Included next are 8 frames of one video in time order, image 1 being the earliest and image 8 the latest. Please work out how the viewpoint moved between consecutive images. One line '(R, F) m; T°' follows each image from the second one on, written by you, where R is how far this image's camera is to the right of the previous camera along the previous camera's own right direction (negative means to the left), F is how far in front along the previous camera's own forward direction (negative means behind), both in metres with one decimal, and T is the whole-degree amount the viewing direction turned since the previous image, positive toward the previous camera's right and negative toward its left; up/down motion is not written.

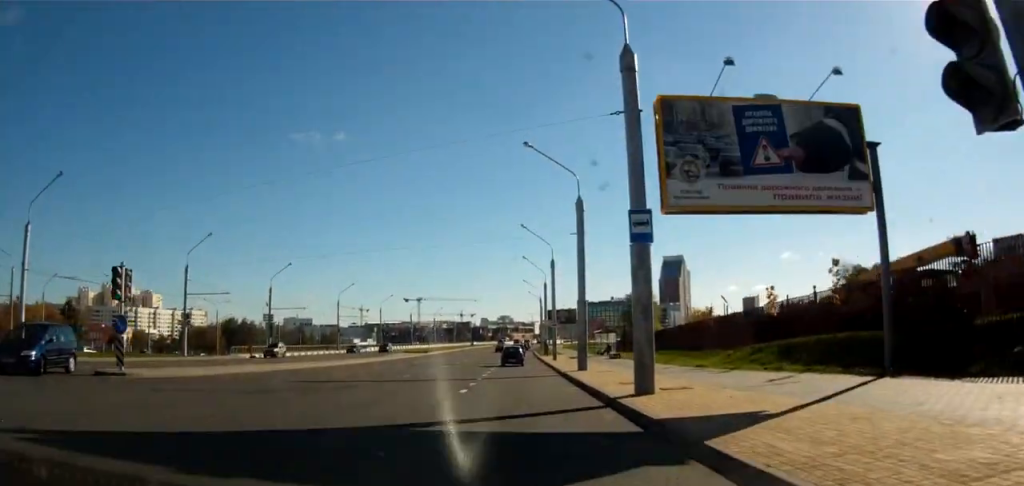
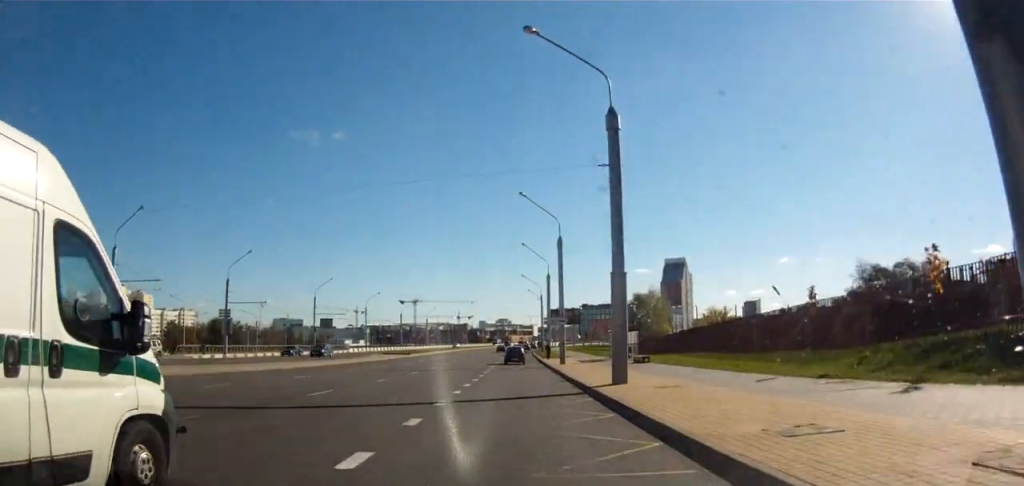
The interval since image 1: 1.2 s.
(-0.2, +11.7) m; -1°
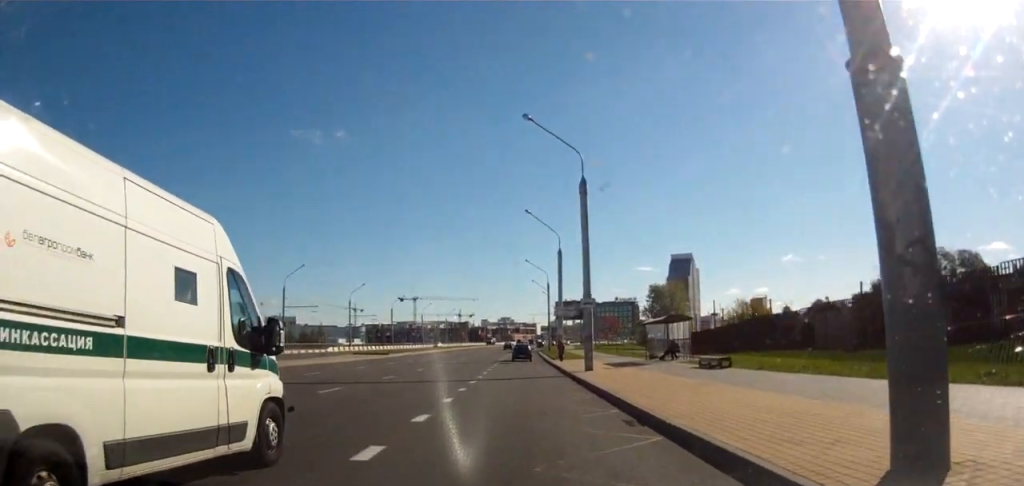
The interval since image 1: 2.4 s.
(0.0, +14.3) m; -1°
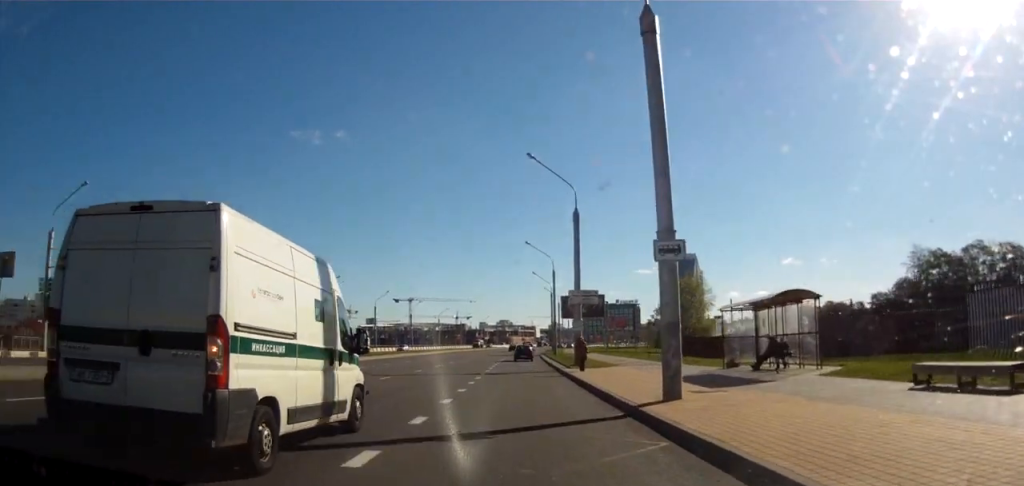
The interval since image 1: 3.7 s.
(0.0, +15.7) m; +2°
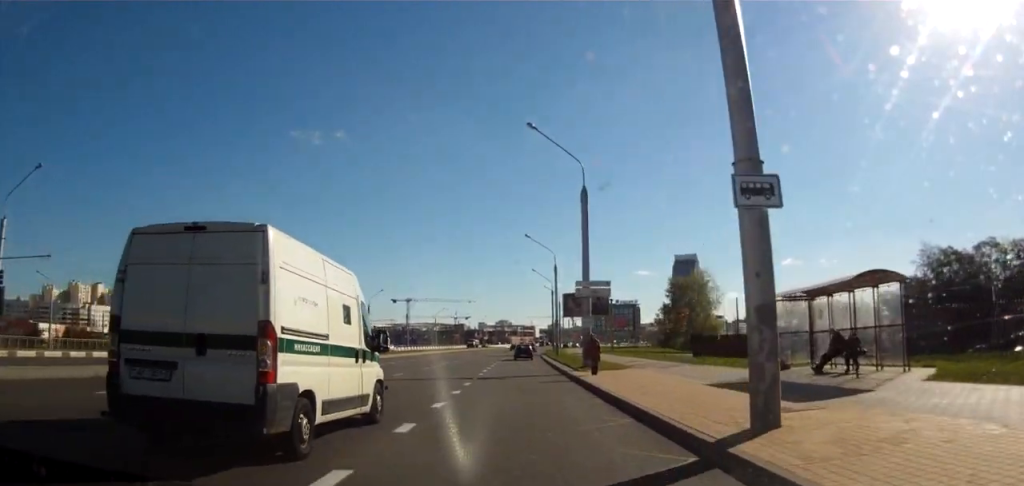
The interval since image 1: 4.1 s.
(+0.2, +5.1) m; +1°
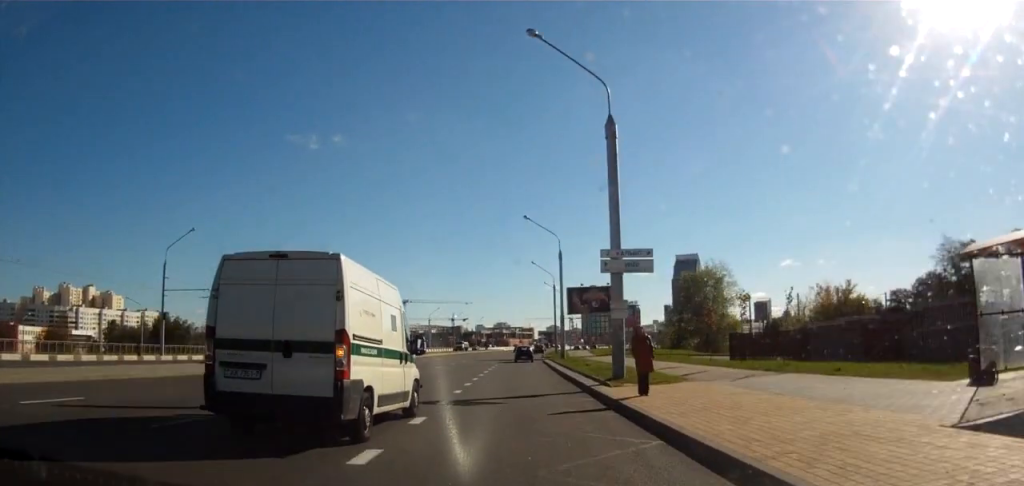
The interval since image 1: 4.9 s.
(+0.1, +9.8) m; 0°
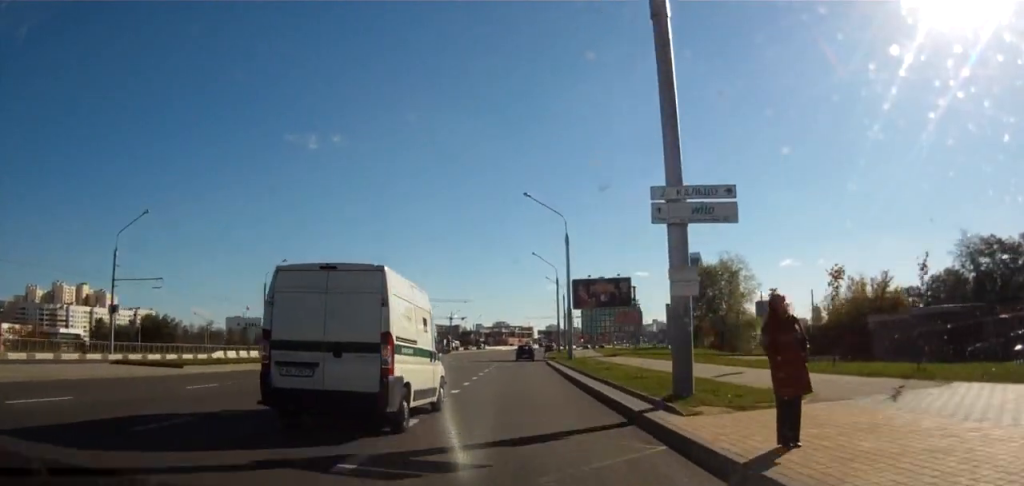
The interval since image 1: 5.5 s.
(-0.1, +7.9) m; -1°
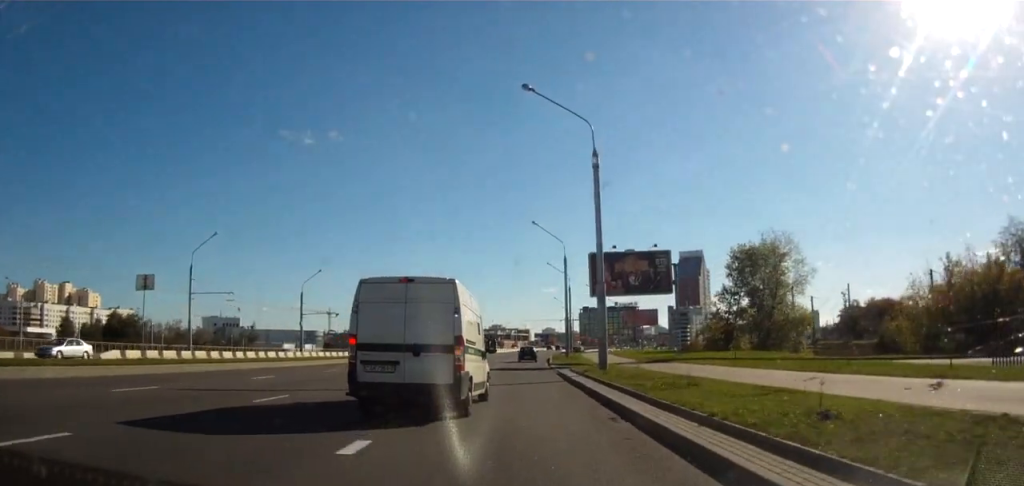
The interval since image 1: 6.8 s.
(-0.1, +19.1) m; 0°
